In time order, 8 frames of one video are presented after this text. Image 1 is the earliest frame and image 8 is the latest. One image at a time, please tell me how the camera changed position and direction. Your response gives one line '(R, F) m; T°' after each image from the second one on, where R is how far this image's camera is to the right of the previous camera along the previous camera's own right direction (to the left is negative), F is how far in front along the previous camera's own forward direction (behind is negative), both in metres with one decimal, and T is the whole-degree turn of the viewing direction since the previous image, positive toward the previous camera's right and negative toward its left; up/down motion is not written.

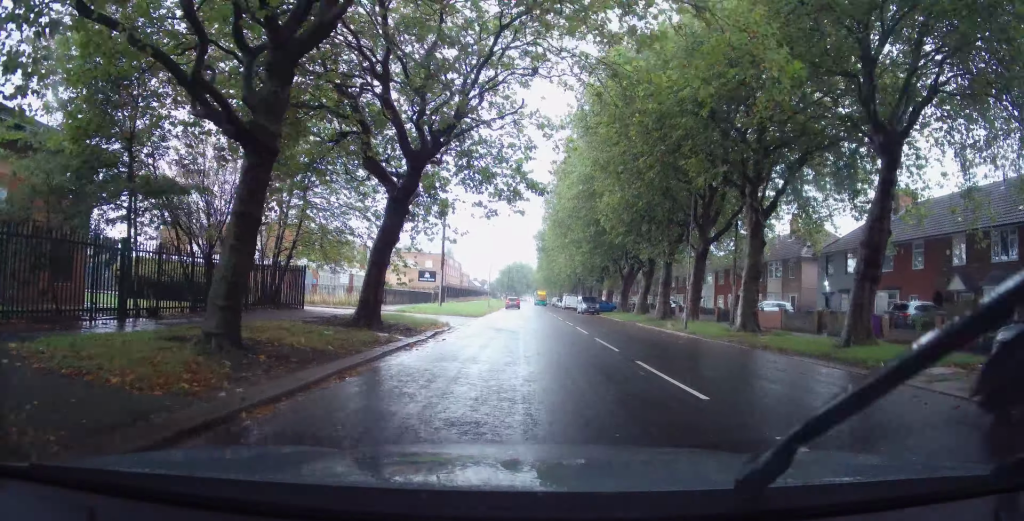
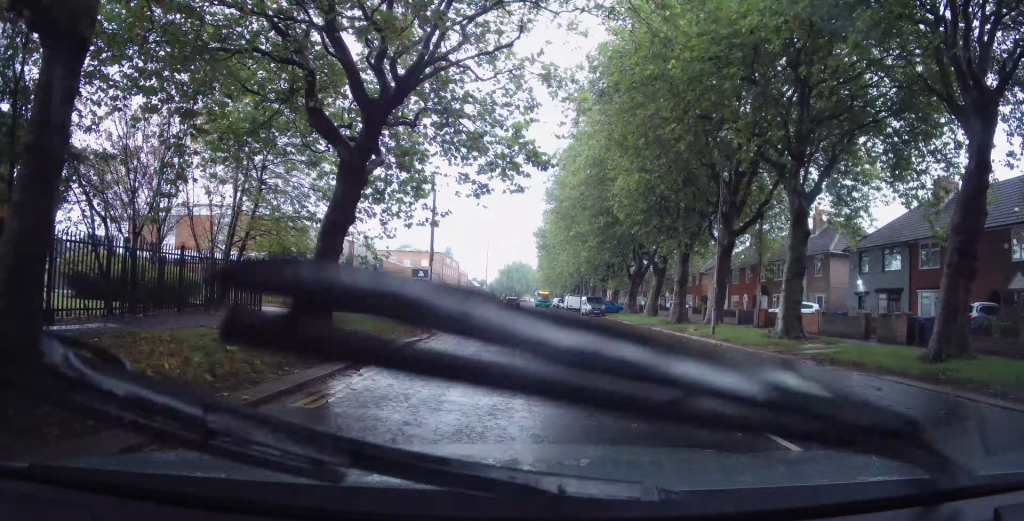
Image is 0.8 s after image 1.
(-0.2, +3.9) m; +1°
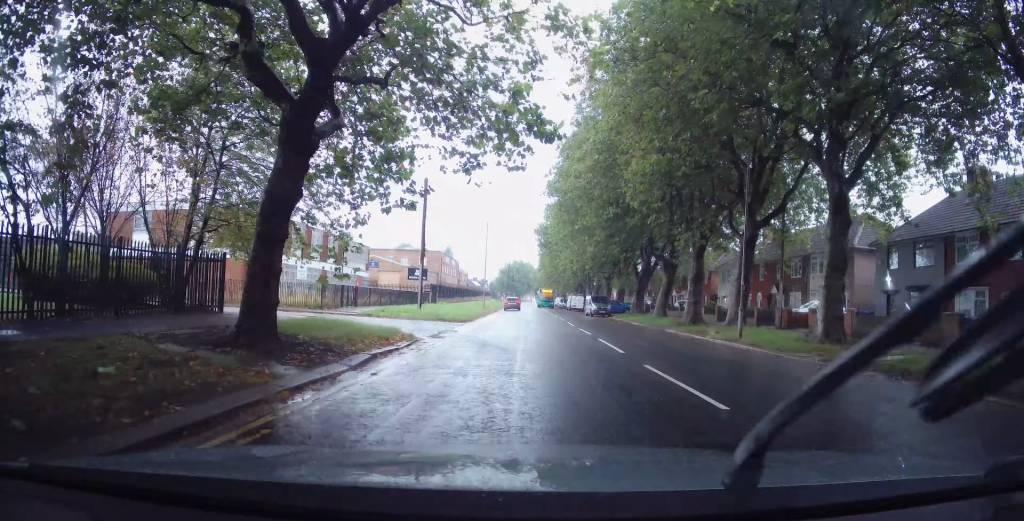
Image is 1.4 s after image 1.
(+0.2, +2.8) m; +3°
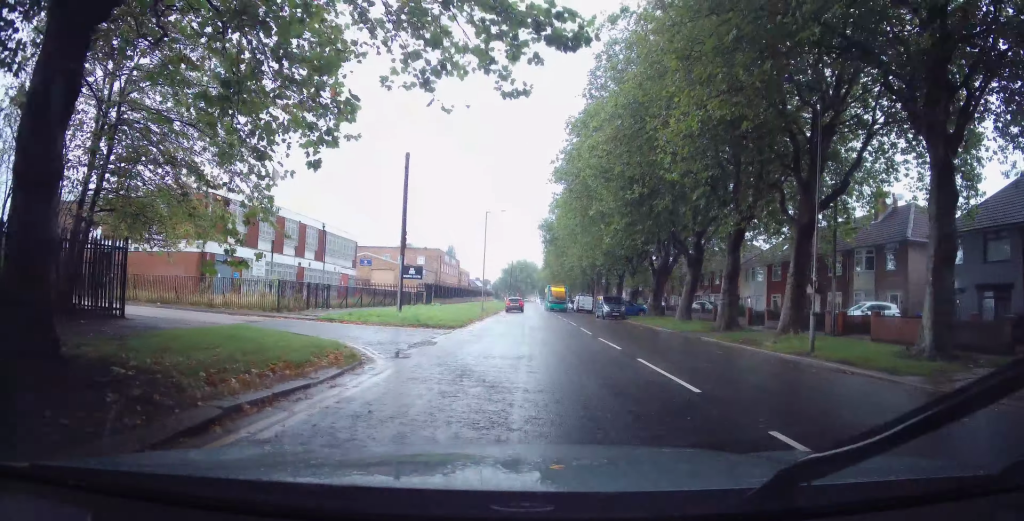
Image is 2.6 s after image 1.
(+0.2, +5.9) m; +6°
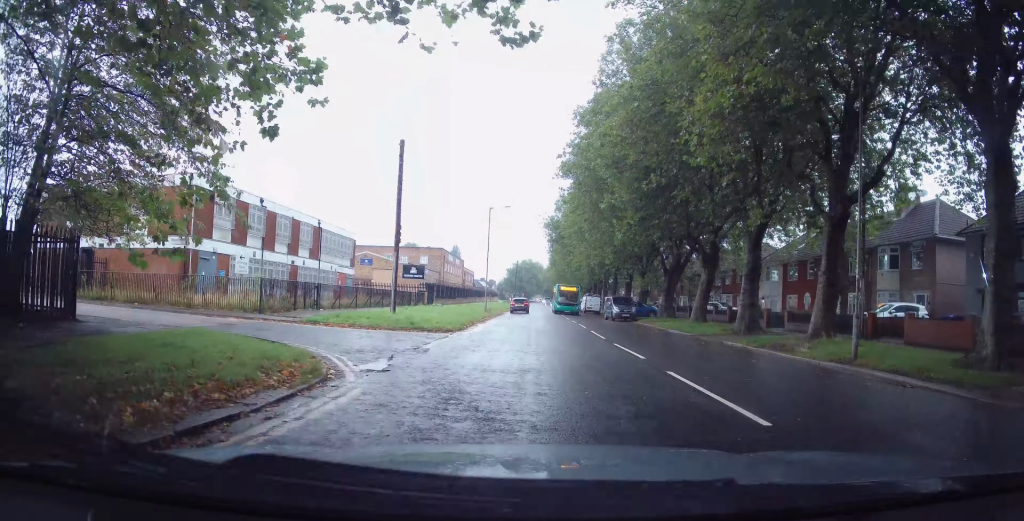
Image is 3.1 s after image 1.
(+0.1, +2.8) m; +2°
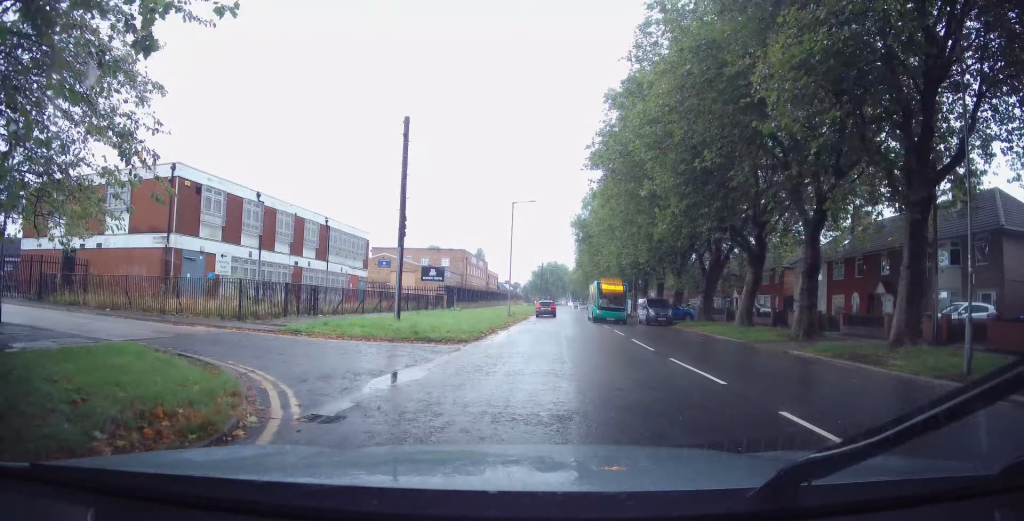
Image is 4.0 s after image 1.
(+0.2, +4.9) m; +1°
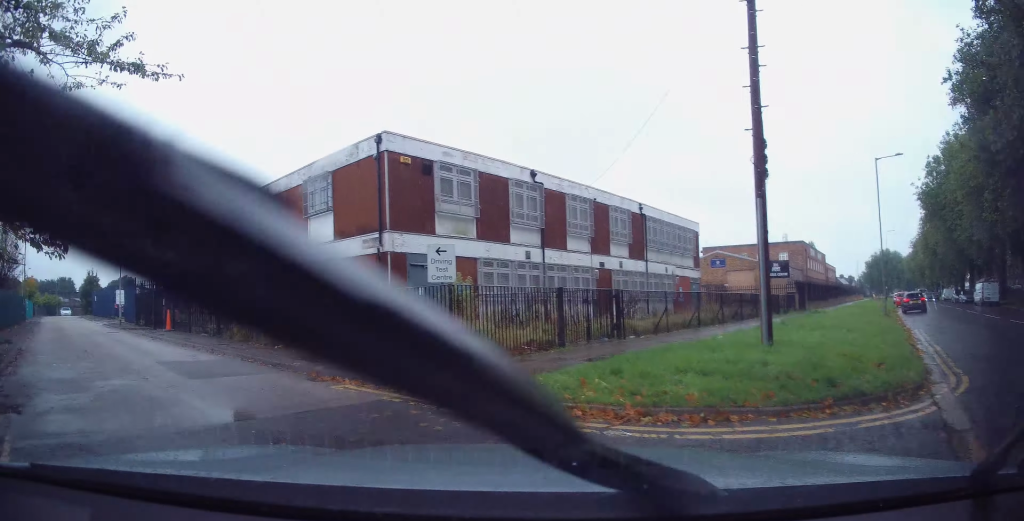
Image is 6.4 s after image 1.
(-2.5, +10.5) m; -38°
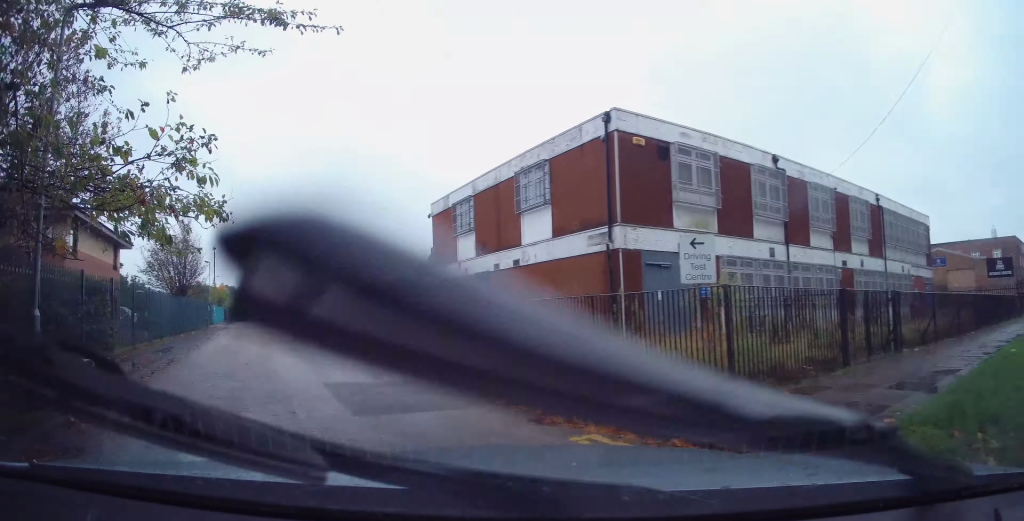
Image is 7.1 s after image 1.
(-0.3, +2.6) m; -50°
